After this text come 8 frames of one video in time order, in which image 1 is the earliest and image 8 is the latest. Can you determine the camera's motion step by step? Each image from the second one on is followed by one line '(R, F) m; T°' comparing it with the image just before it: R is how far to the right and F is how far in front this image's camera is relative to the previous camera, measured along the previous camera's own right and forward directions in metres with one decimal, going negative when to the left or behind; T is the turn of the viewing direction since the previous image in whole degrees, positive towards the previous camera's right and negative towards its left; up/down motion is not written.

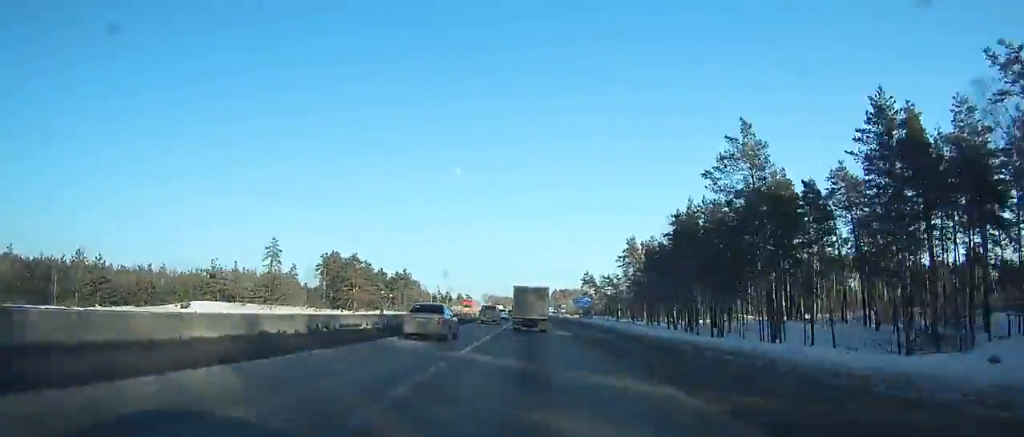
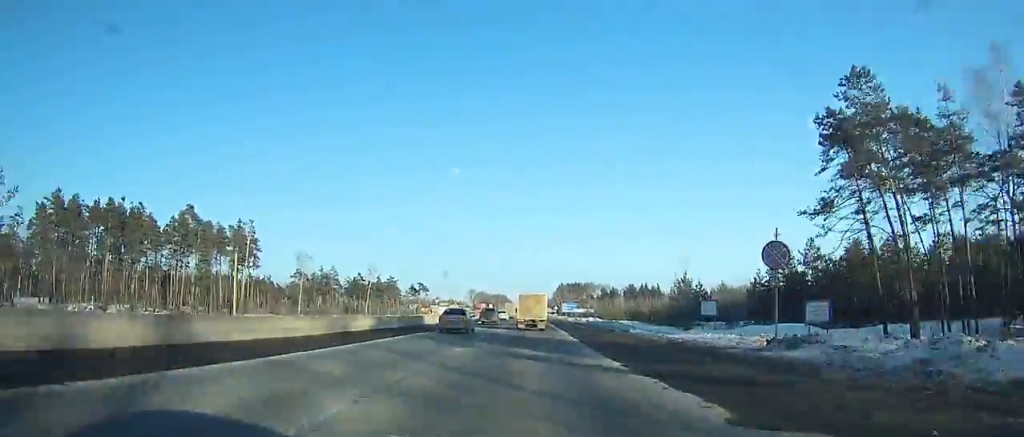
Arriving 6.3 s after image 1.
(-0.1, +139.1) m; 0°
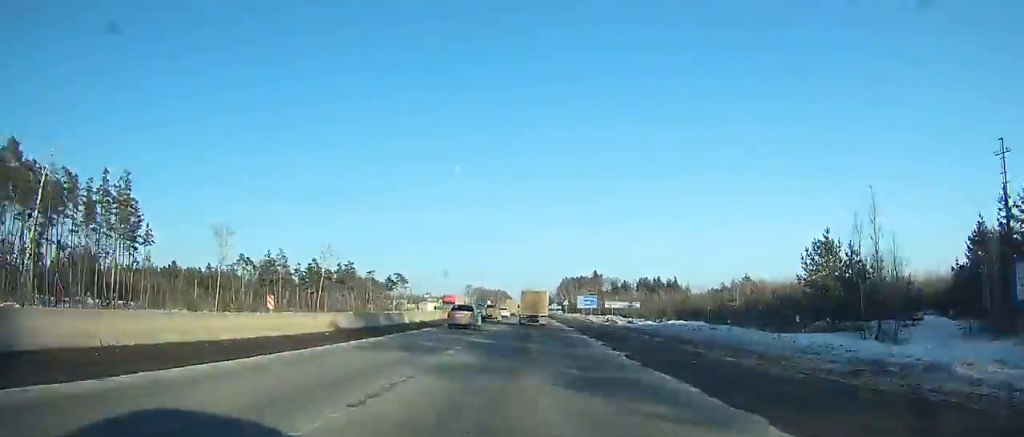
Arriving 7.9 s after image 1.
(0.0, +34.3) m; 0°
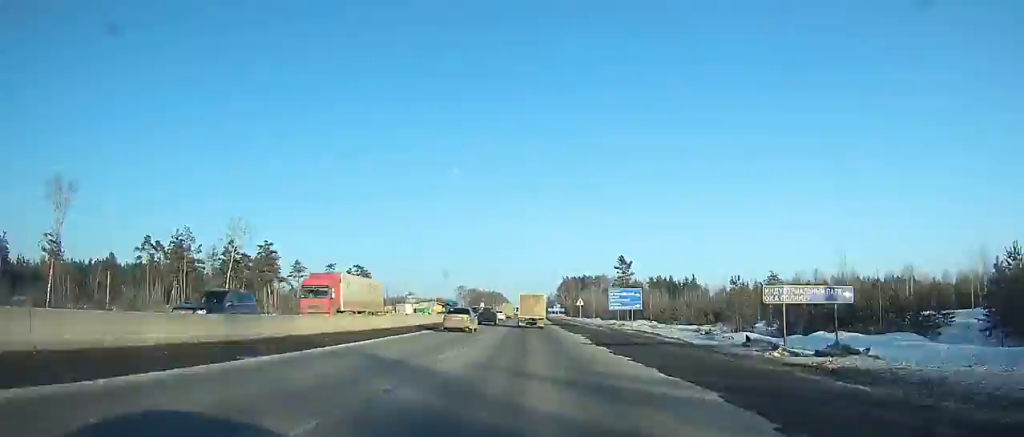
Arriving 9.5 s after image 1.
(+0.1, +33.4) m; 0°
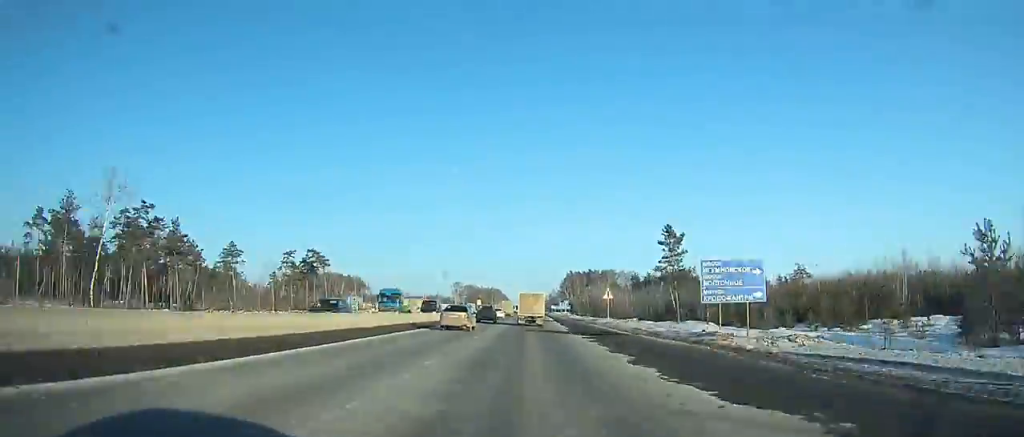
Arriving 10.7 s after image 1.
(+0.1, +24.9) m; 0°
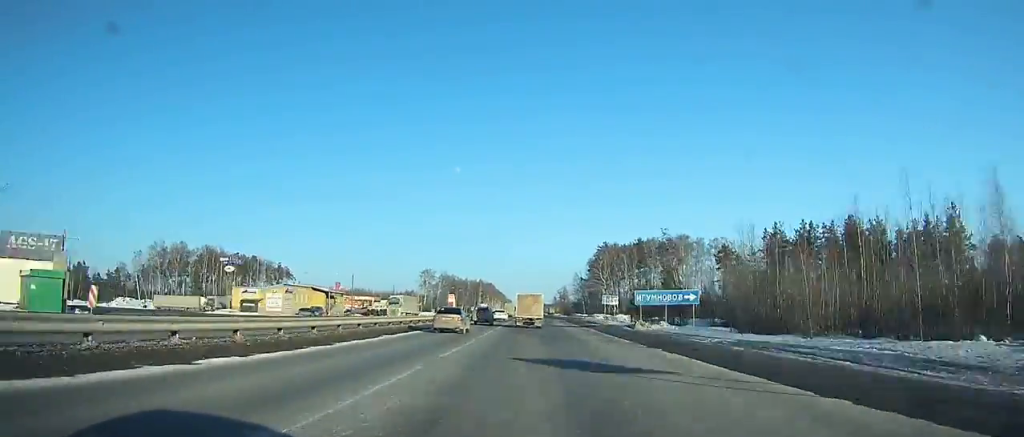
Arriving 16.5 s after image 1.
(-0.3, +125.2) m; 0°
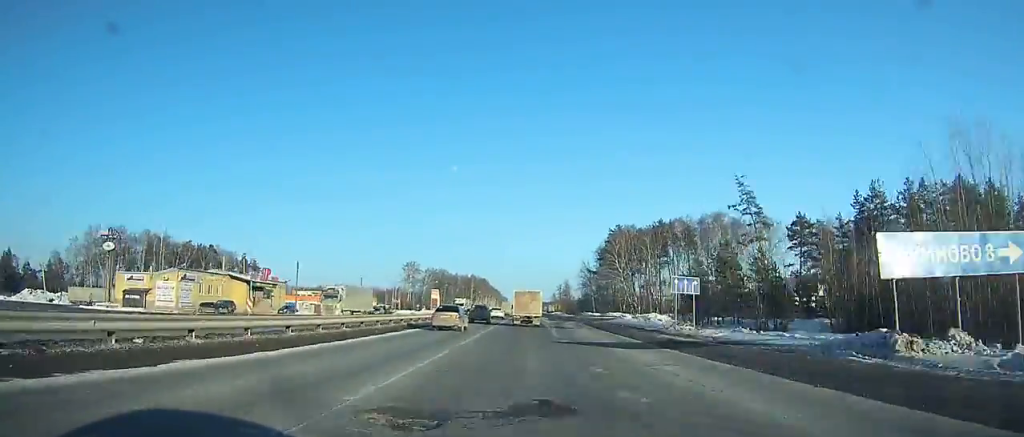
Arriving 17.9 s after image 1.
(0.0, +31.1) m; 0°
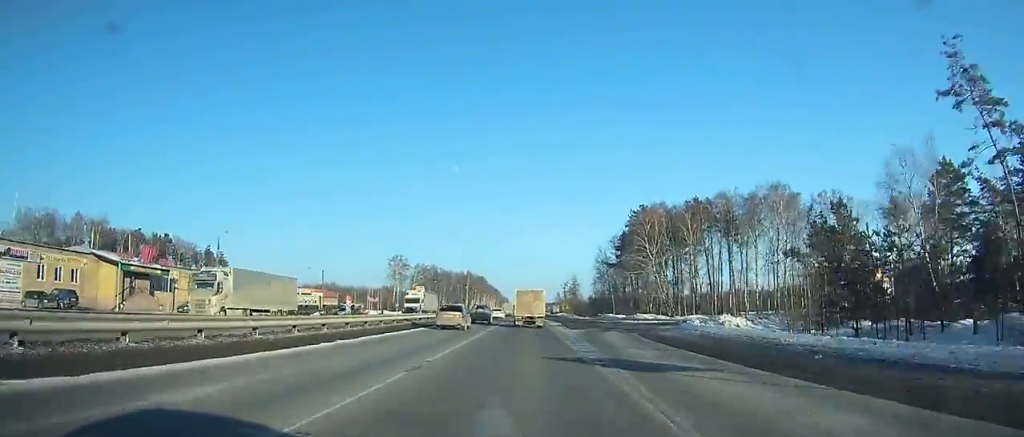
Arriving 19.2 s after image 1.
(0.0, +29.1) m; 0°
